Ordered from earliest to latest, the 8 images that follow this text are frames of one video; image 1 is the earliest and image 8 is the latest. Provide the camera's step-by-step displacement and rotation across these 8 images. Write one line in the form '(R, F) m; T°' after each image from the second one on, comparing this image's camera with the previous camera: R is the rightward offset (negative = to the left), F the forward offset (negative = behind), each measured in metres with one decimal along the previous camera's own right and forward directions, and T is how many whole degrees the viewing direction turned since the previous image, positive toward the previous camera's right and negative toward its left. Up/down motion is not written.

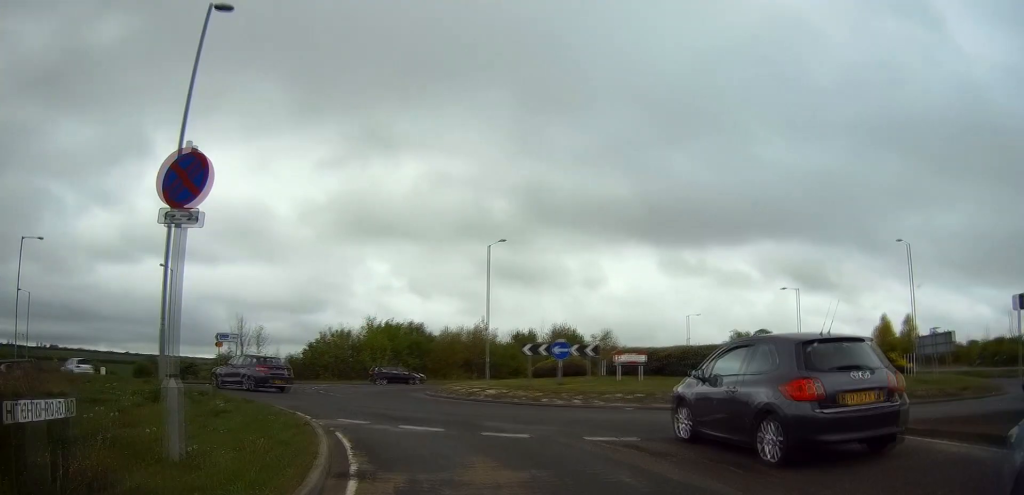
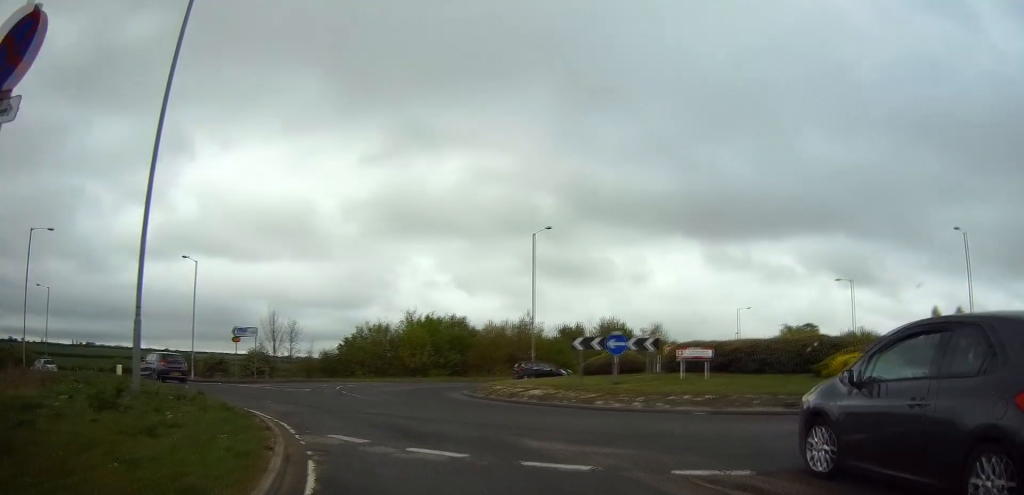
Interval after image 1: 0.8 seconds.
(-0.2, +3.5) m; -7°
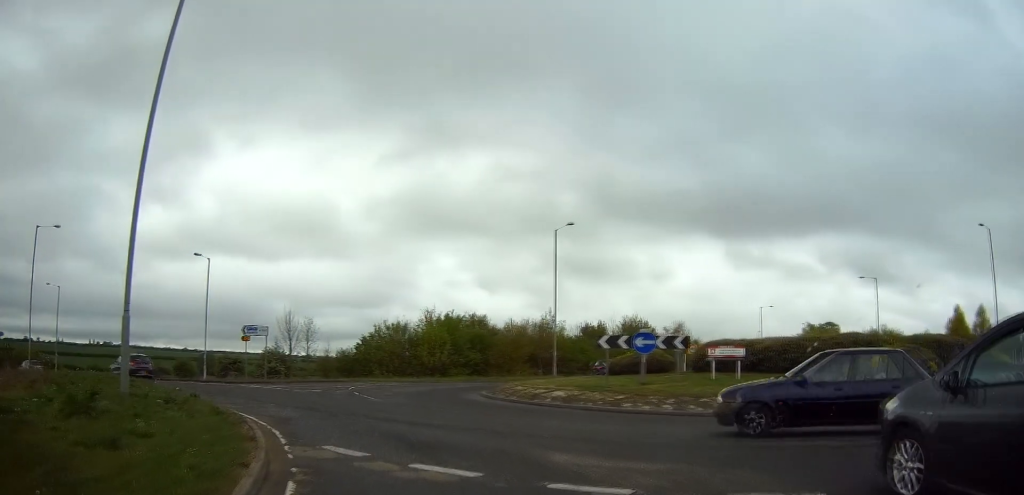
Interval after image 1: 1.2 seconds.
(-0.1, +1.5) m; -3°
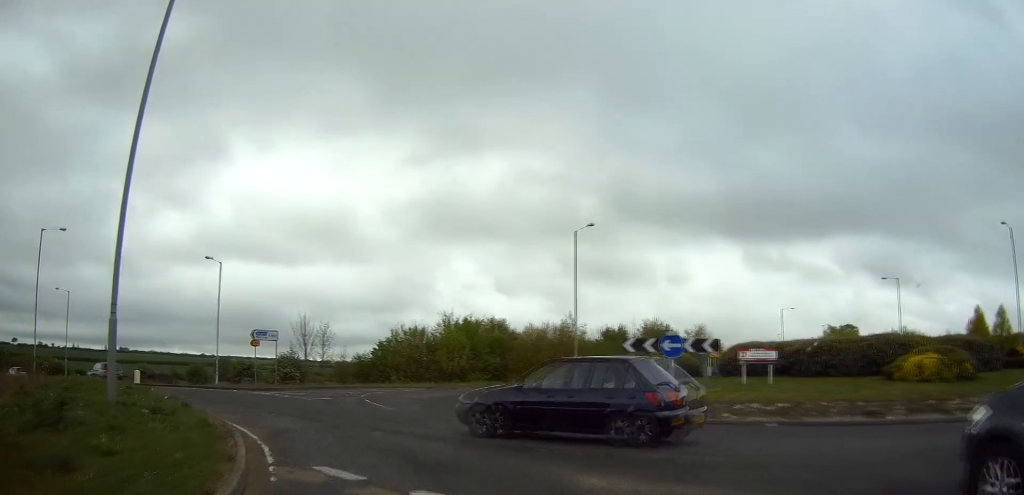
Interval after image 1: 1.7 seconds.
(-0.2, +1.3) m; -3°
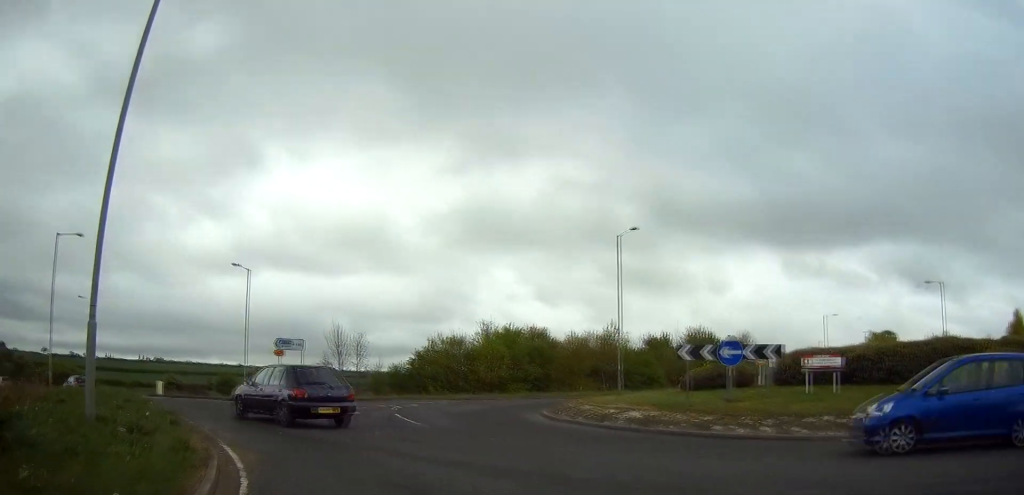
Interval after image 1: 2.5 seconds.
(-0.1, +2.3) m; -6°
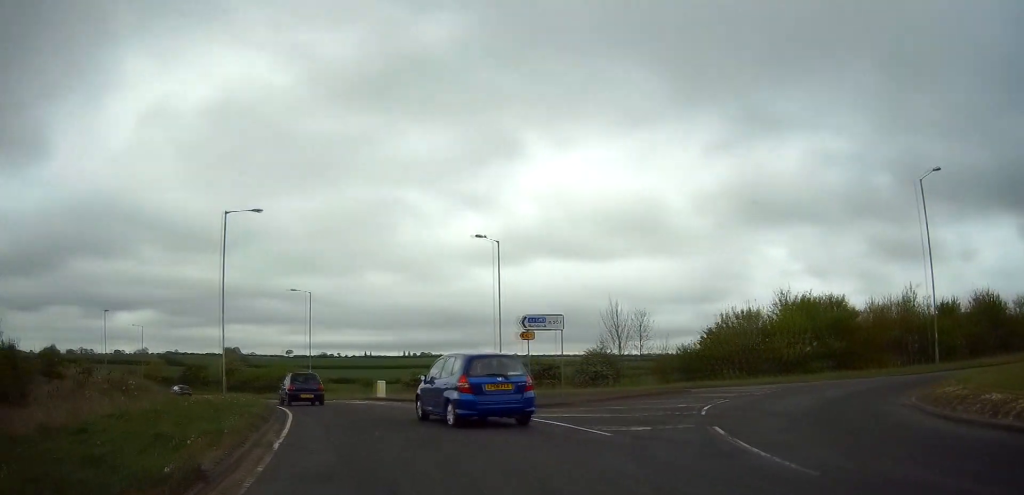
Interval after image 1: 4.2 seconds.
(-1.0, +8.2) m; -13°
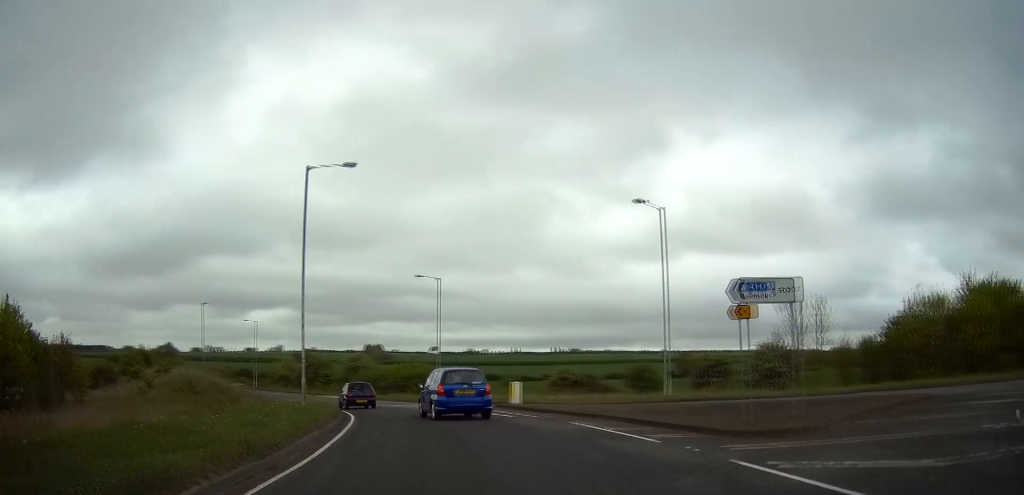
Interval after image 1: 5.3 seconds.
(-0.6, +8.0) m; -12°
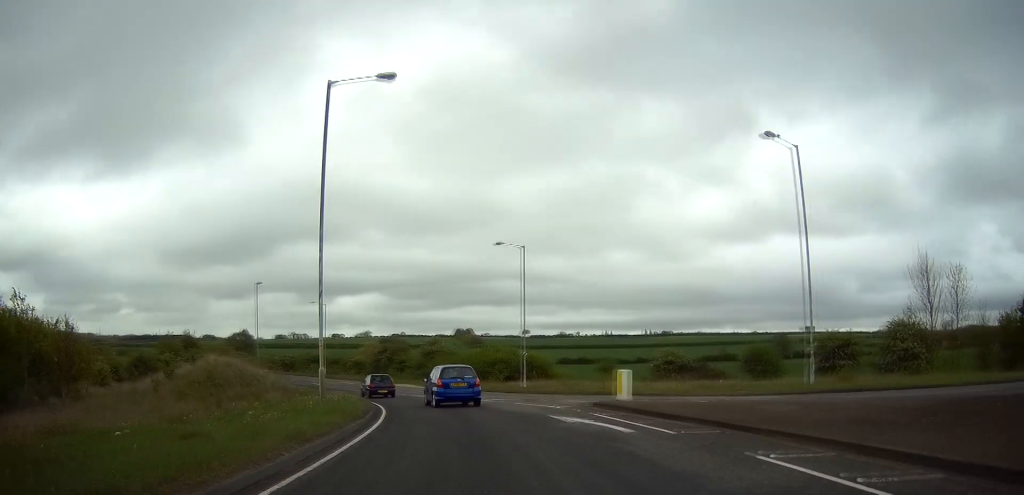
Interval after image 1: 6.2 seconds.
(-0.9, +7.9) m; -7°
